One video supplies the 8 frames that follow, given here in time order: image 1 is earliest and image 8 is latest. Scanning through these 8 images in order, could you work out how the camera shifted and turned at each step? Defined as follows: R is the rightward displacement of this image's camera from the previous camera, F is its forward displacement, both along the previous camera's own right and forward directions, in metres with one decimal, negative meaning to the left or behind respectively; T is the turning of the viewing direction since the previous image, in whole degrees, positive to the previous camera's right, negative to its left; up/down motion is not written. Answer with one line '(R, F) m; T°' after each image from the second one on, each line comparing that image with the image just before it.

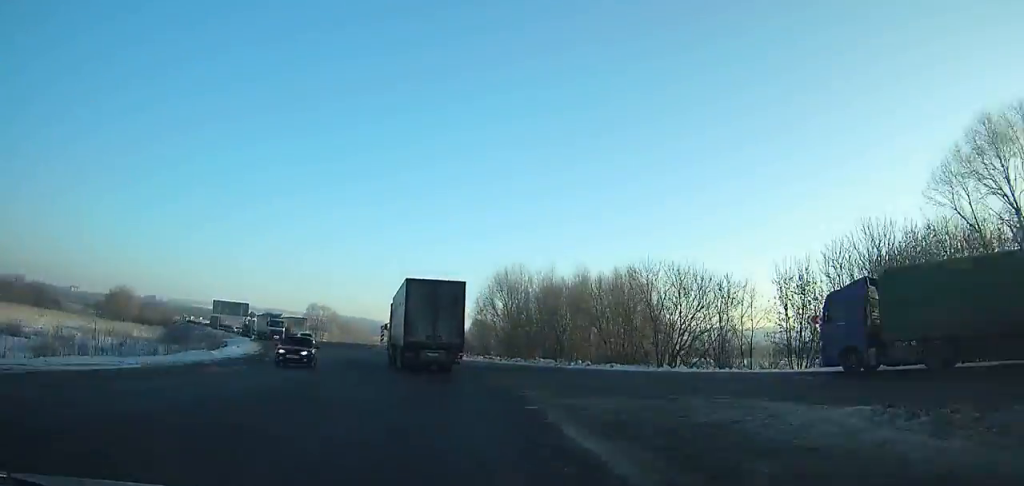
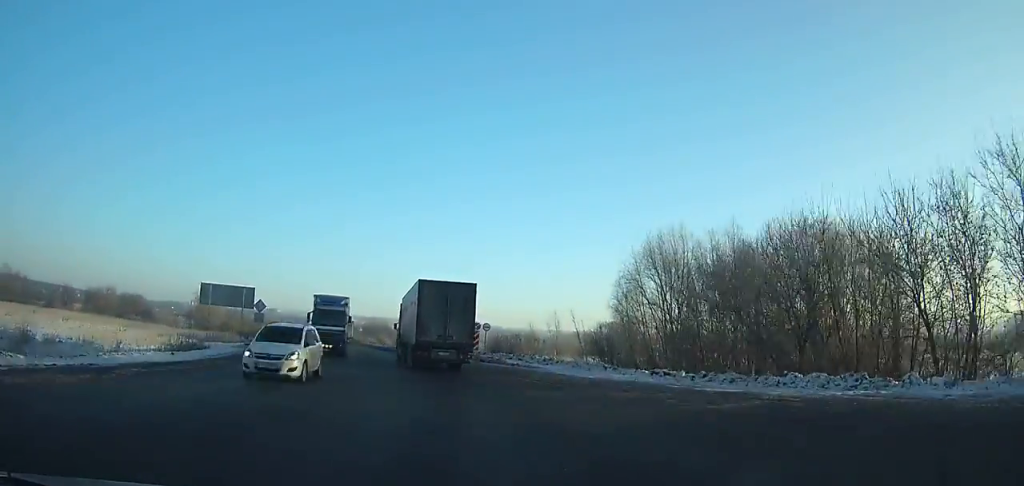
(-4.0, +27.4) m; -12°
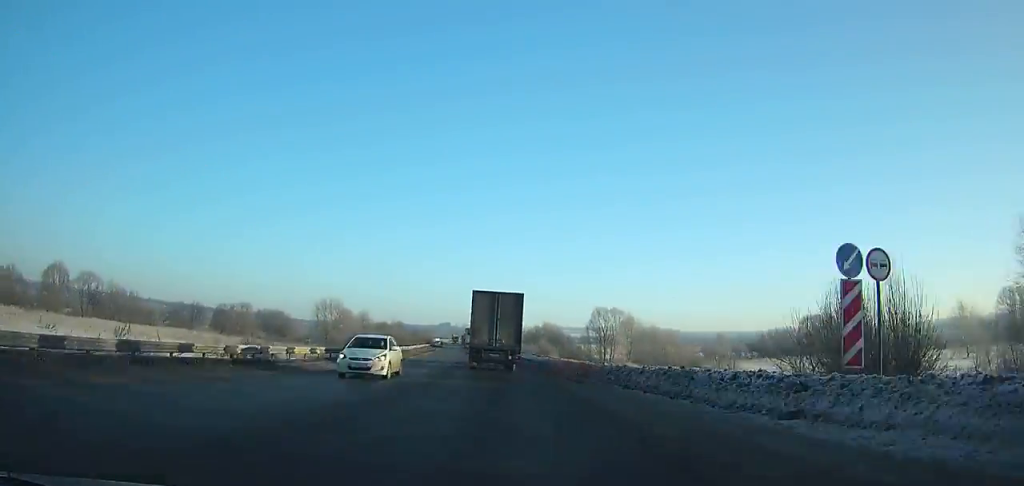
(-5.6, +40.2) m; -12°
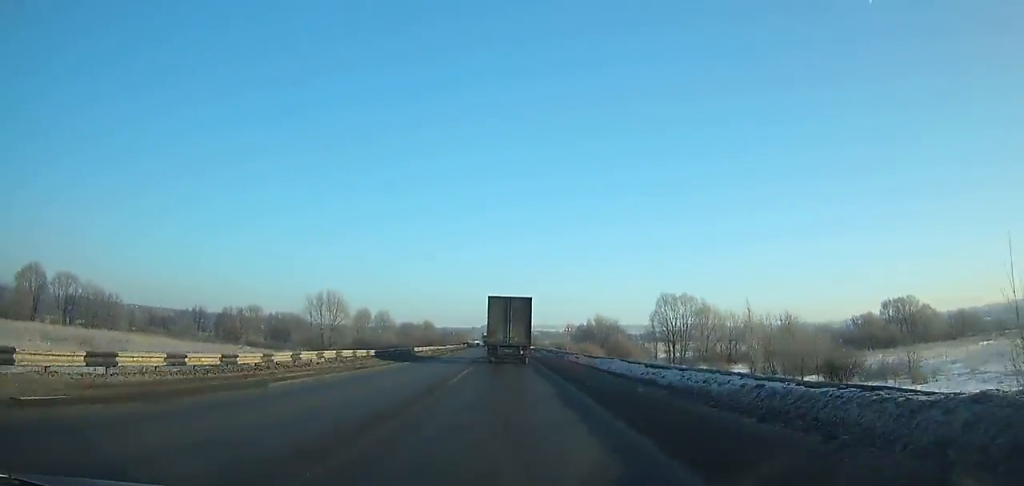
(-1.9, +35.5) m; -4°
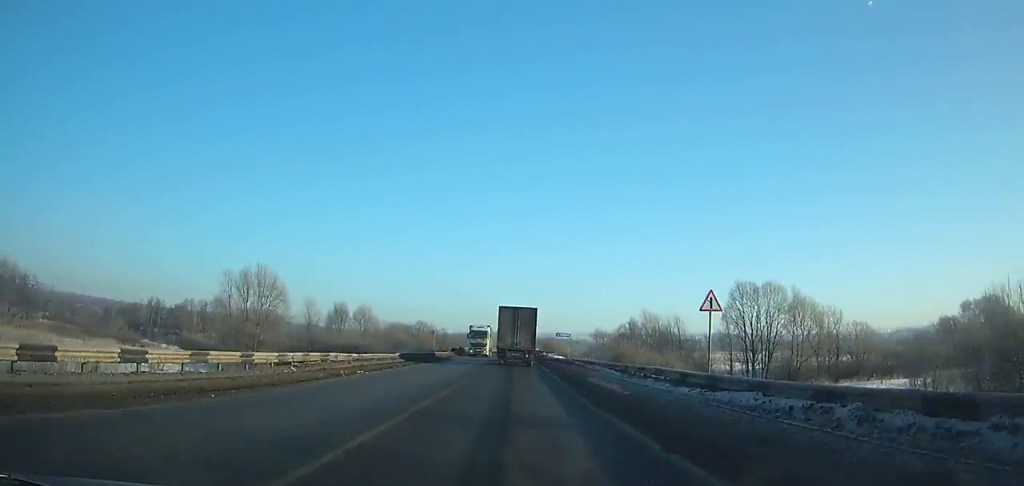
(-0.6, +43.5) m; -1°
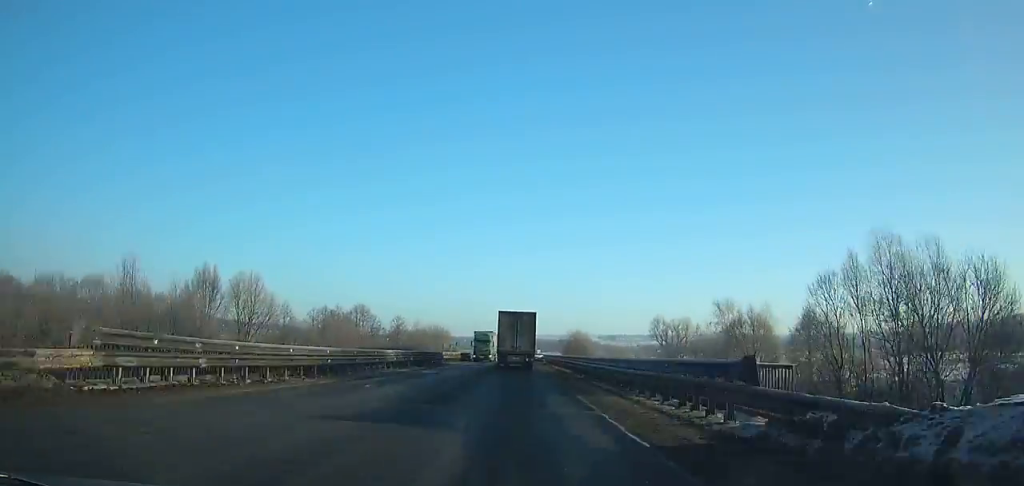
(-0.5, +74.6) m; -1°
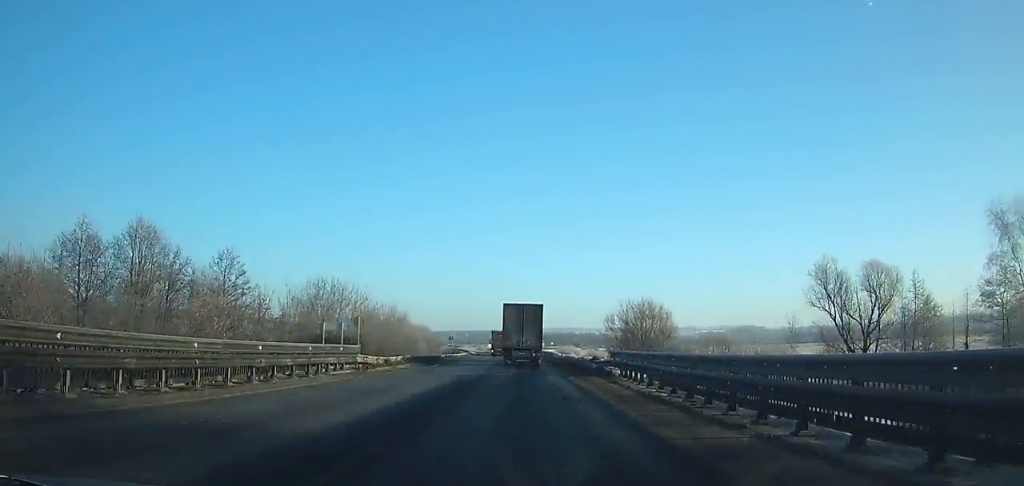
(+0.1, +63.4) m; 0°
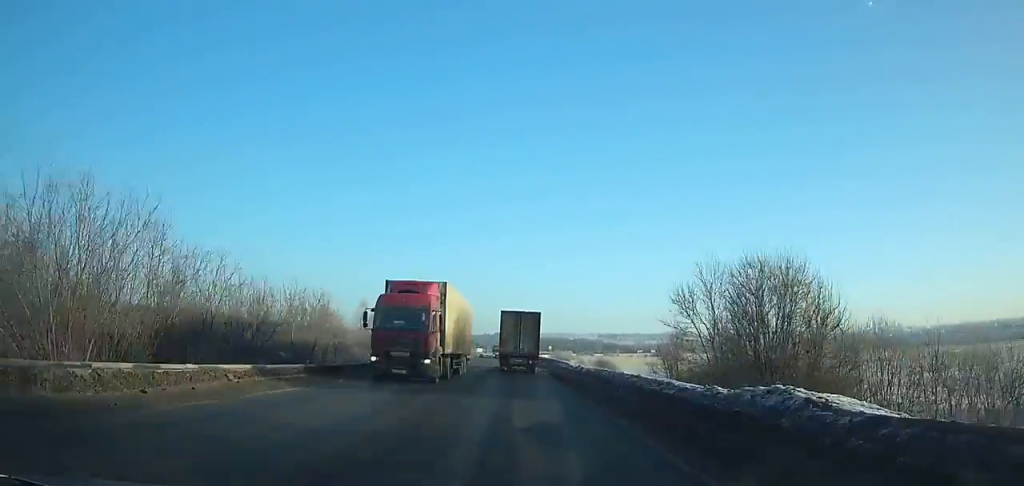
(+0.1, +32.7) m; 0°
